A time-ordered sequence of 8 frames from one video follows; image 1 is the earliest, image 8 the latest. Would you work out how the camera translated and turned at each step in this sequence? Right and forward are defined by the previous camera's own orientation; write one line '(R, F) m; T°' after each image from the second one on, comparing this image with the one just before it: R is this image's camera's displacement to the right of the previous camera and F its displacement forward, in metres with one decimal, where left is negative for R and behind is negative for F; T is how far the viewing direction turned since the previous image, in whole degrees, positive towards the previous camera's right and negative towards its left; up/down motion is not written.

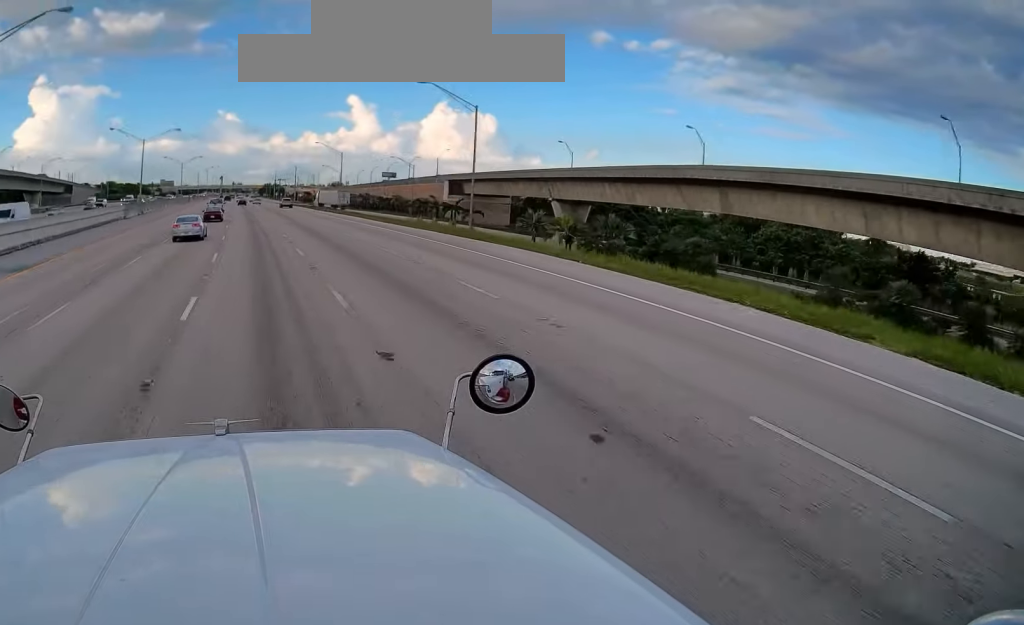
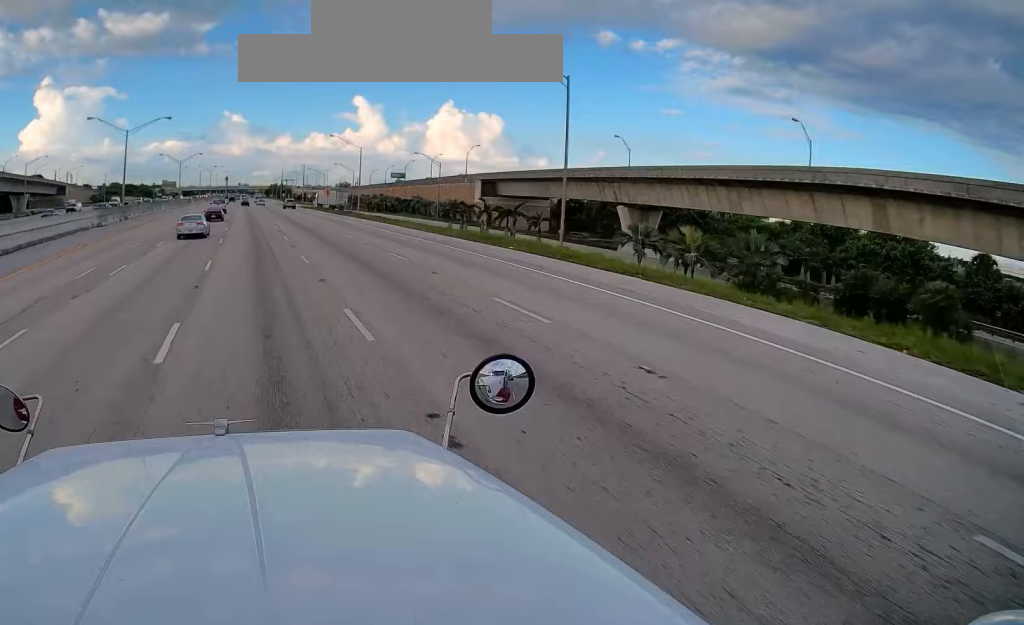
(0.0, +15.7) m; 0°
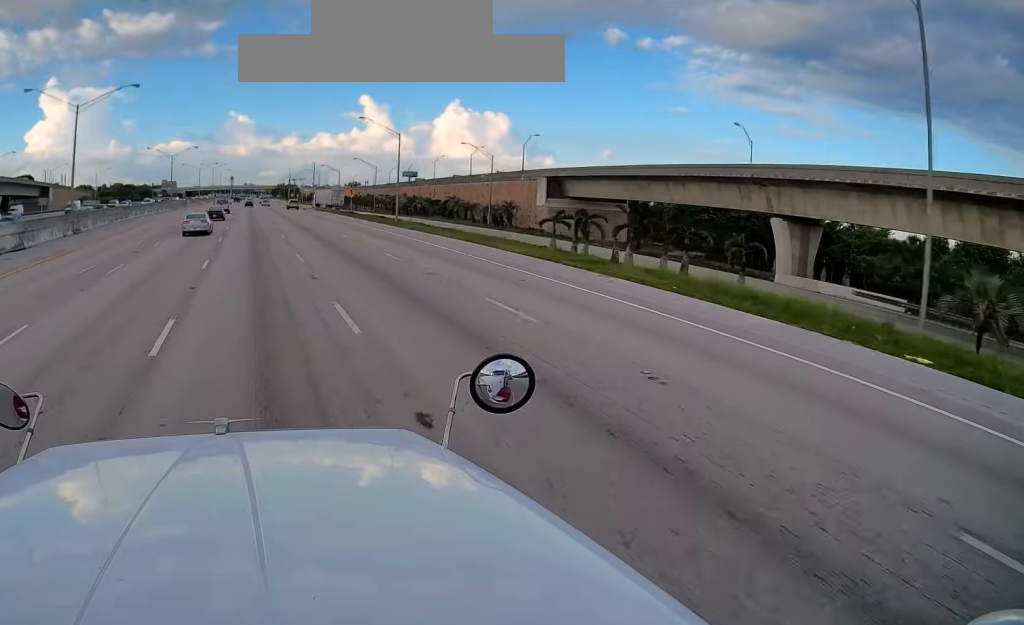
(+0.1, +23.0) m; -1°
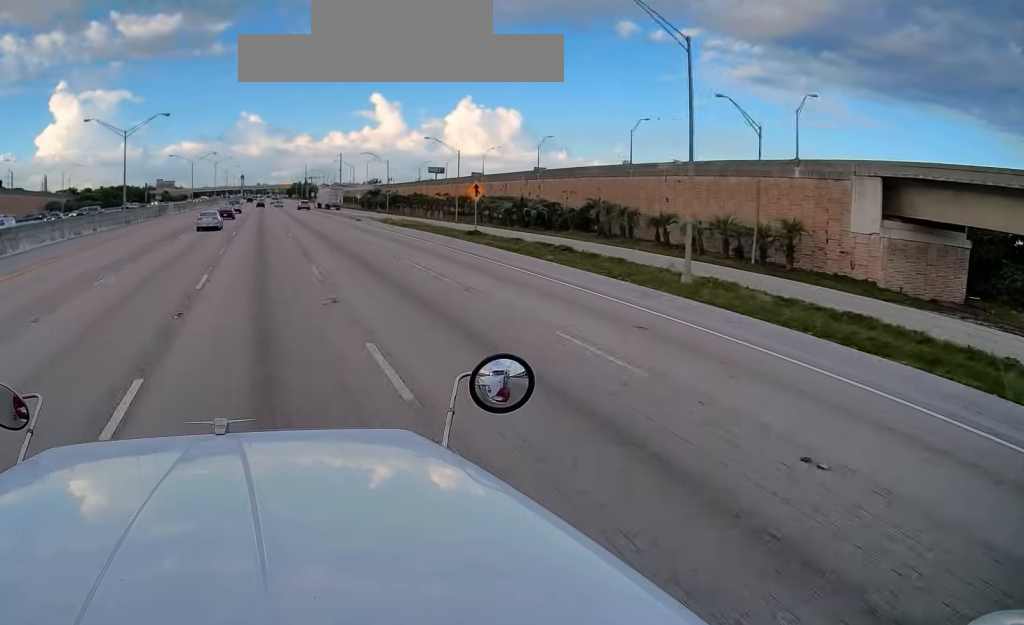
(-1.7, +51.8) m; -2°
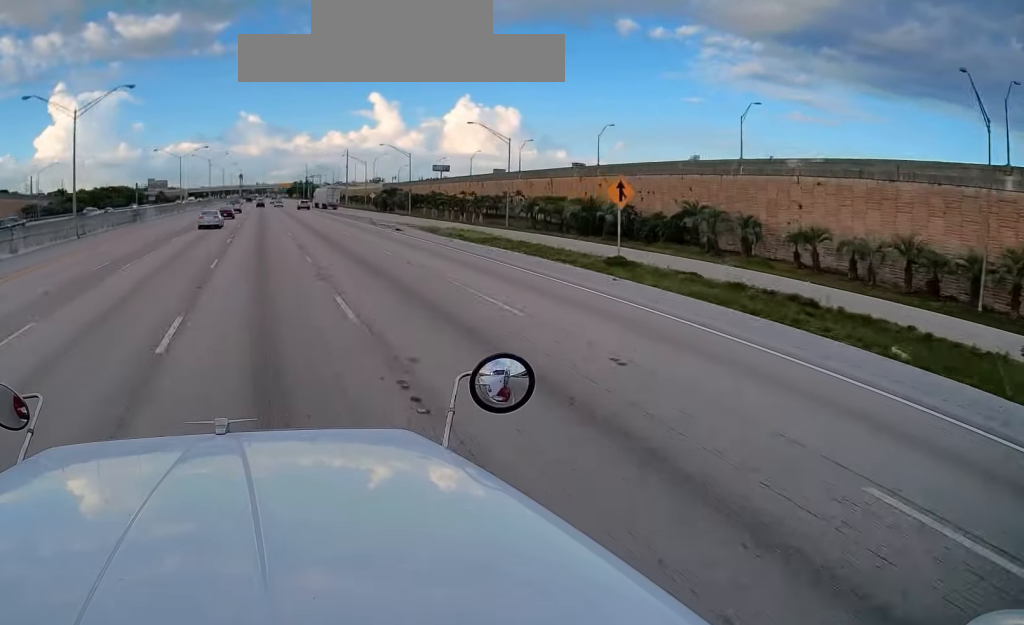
(-0.1, +18.5) m; 0°
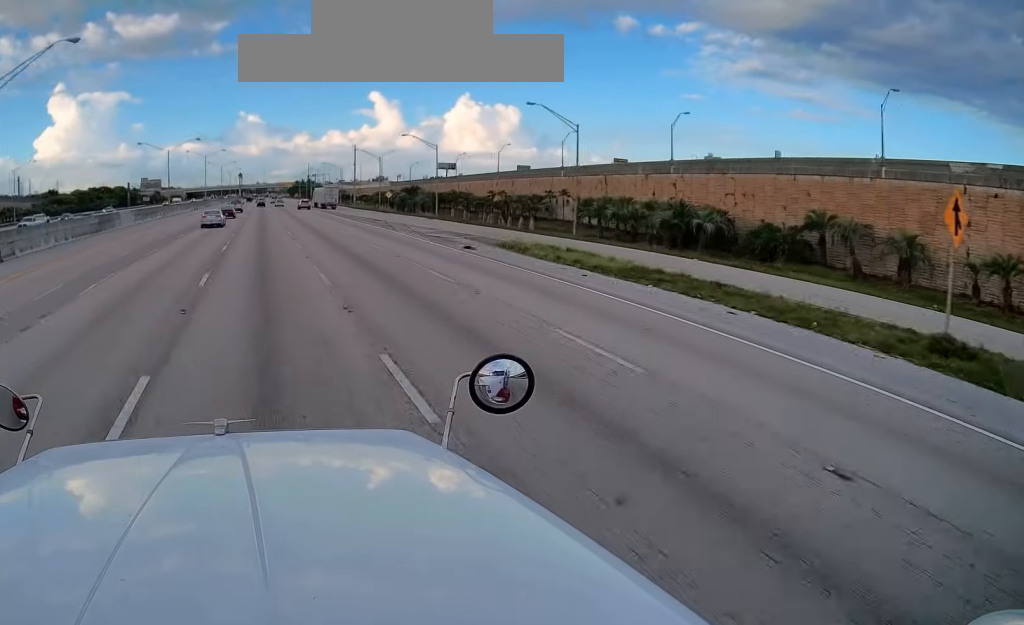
(0.0, +16.5) m; 0°
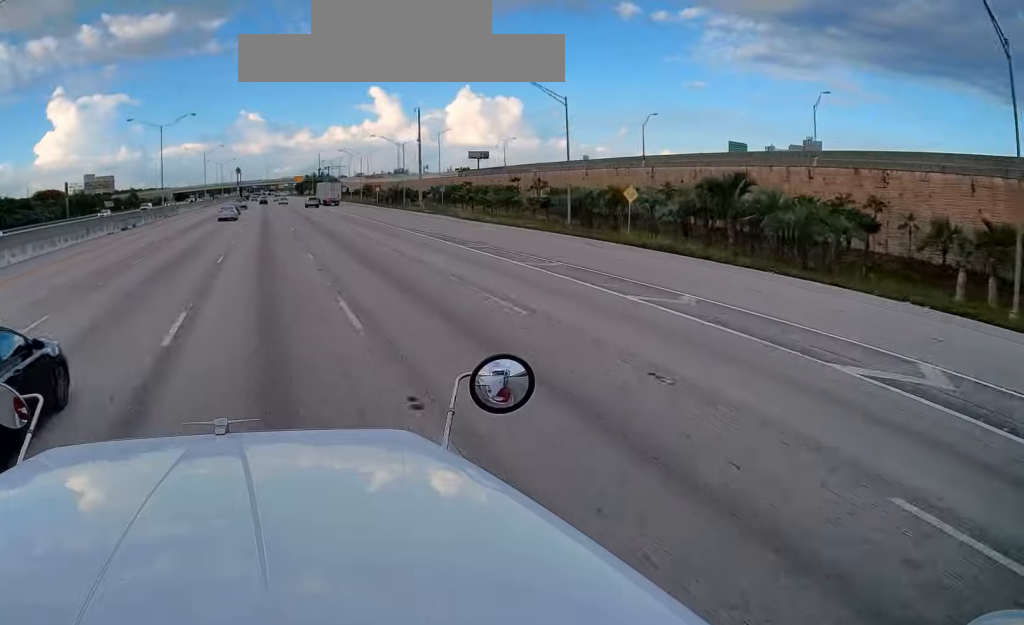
(+0.8, +80.1) m; 0°
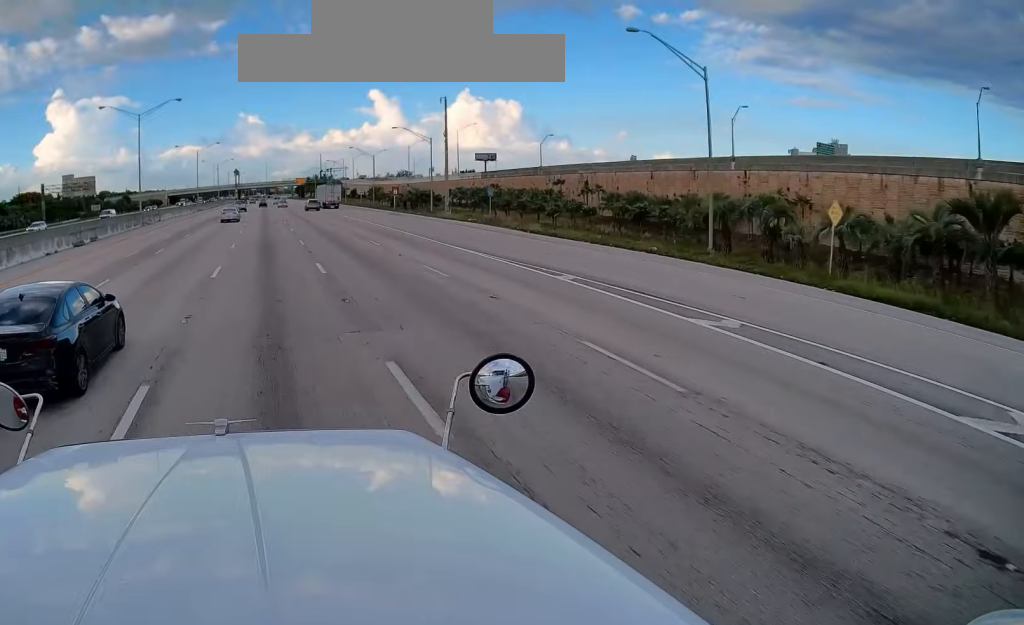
(-0.1, +17.6) m; -1°
